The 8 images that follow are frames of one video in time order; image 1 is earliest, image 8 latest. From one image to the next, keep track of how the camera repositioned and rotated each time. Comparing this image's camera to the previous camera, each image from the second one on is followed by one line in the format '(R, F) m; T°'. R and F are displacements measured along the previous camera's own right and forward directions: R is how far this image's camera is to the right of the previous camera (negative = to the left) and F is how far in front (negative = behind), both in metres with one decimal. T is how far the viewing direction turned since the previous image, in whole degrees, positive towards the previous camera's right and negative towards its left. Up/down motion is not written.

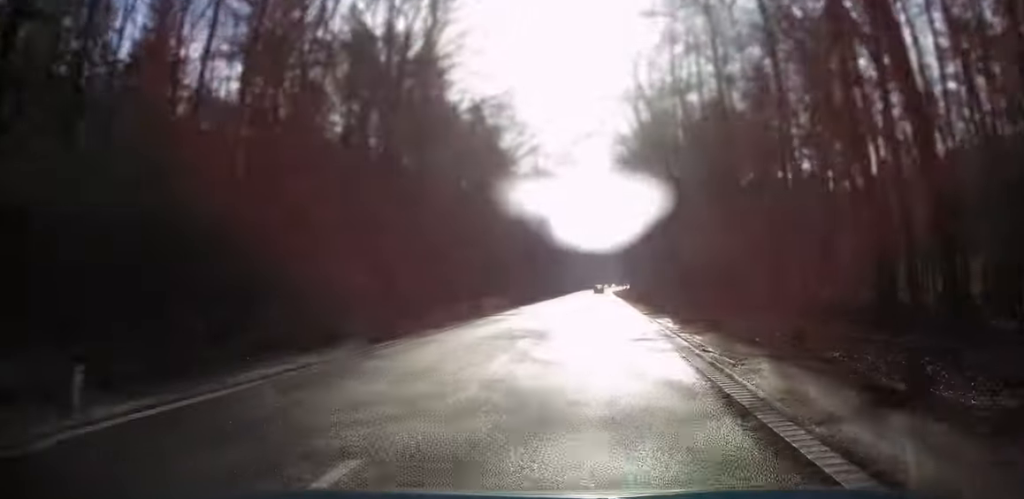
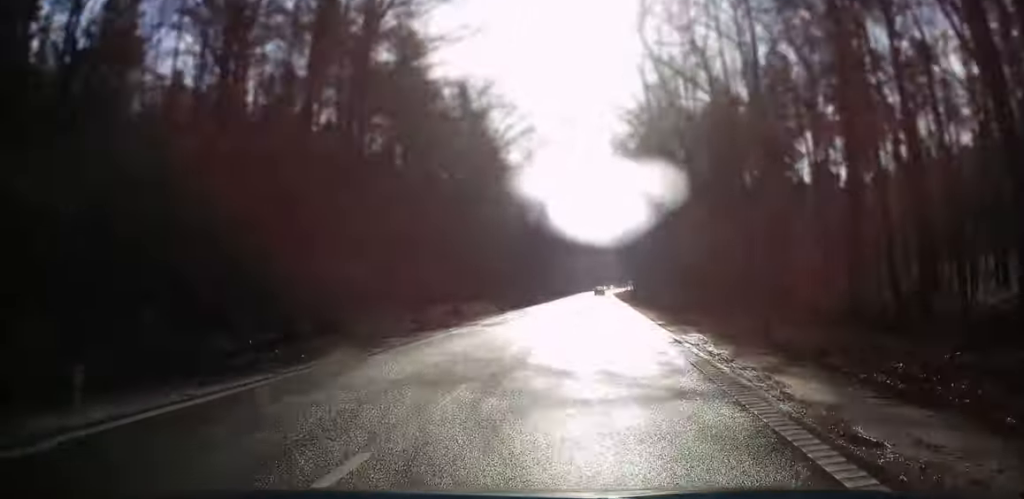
(0.0, +8.0) m; 0°
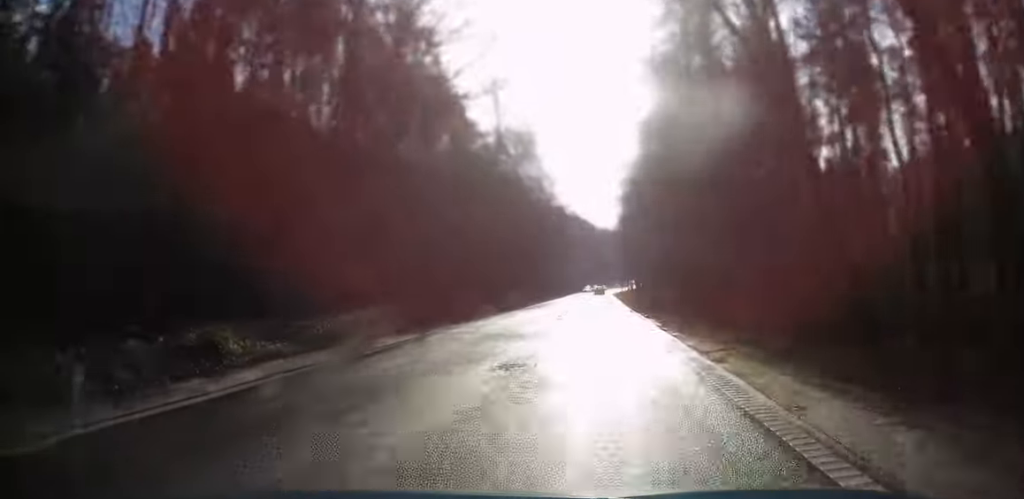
(+0.1, +25.0) m; 0°
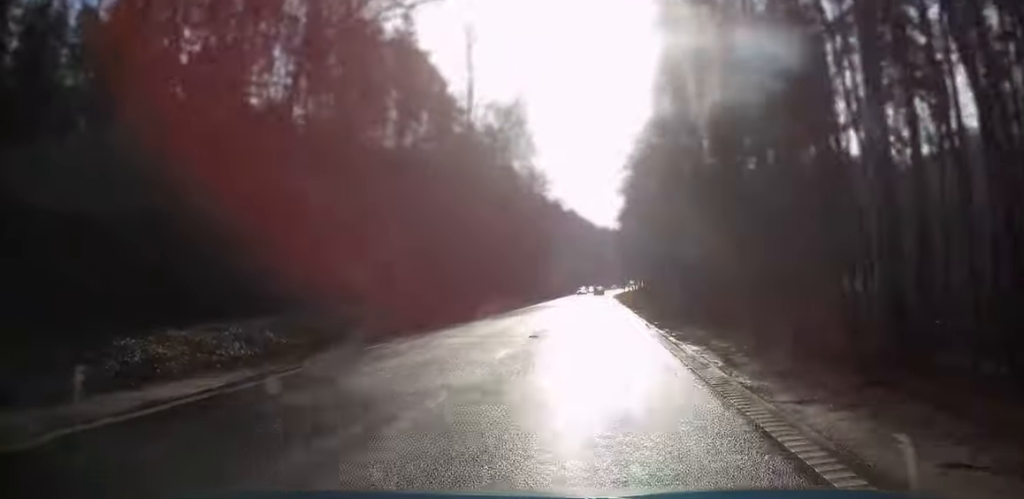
(-0.2, +11.6) m; 0°
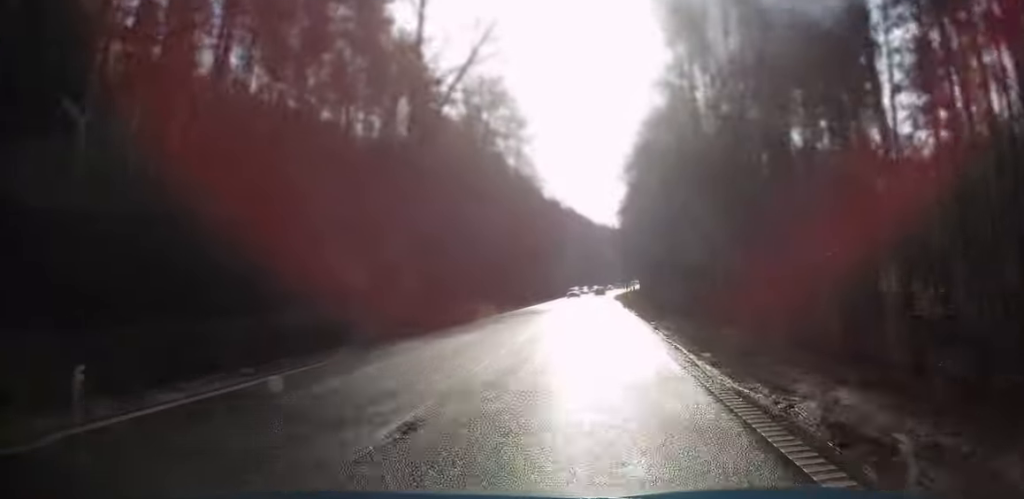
(+0.3, +12.0) m; +1°
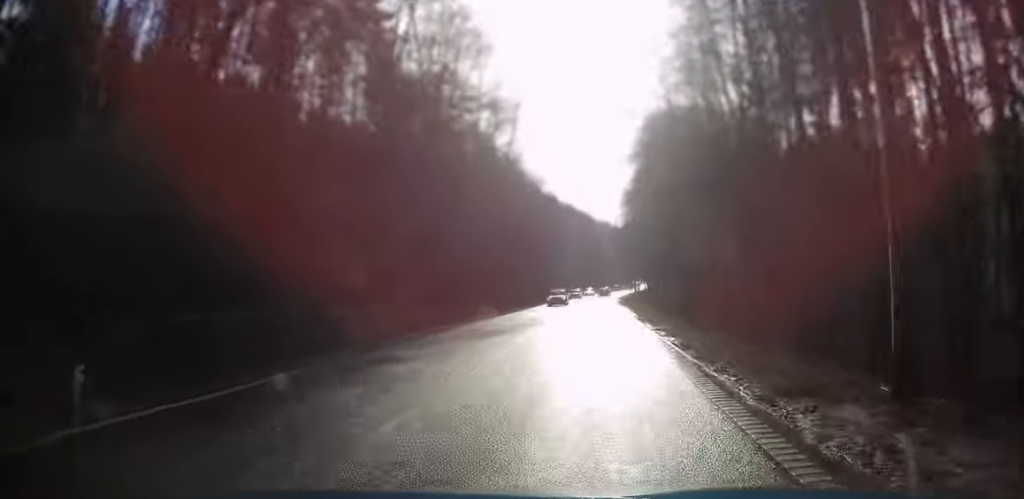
(+0.1, +17.8) m; 0°
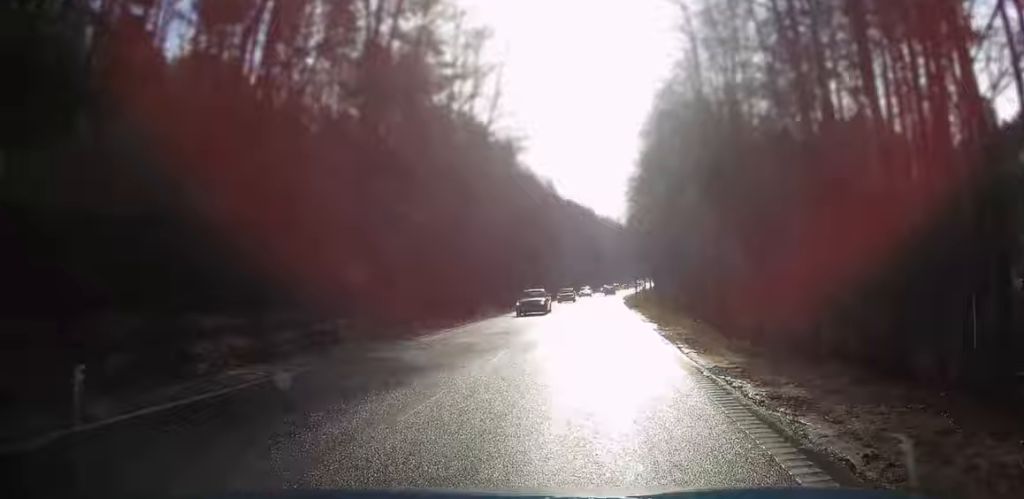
(0.0, +11.1) m; 0°
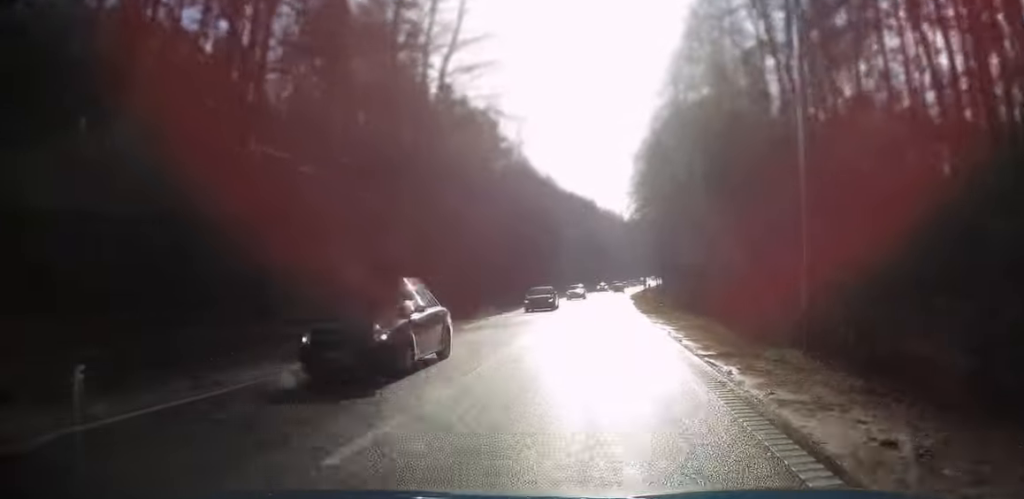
(-0.1, +13.8) m; +1°
